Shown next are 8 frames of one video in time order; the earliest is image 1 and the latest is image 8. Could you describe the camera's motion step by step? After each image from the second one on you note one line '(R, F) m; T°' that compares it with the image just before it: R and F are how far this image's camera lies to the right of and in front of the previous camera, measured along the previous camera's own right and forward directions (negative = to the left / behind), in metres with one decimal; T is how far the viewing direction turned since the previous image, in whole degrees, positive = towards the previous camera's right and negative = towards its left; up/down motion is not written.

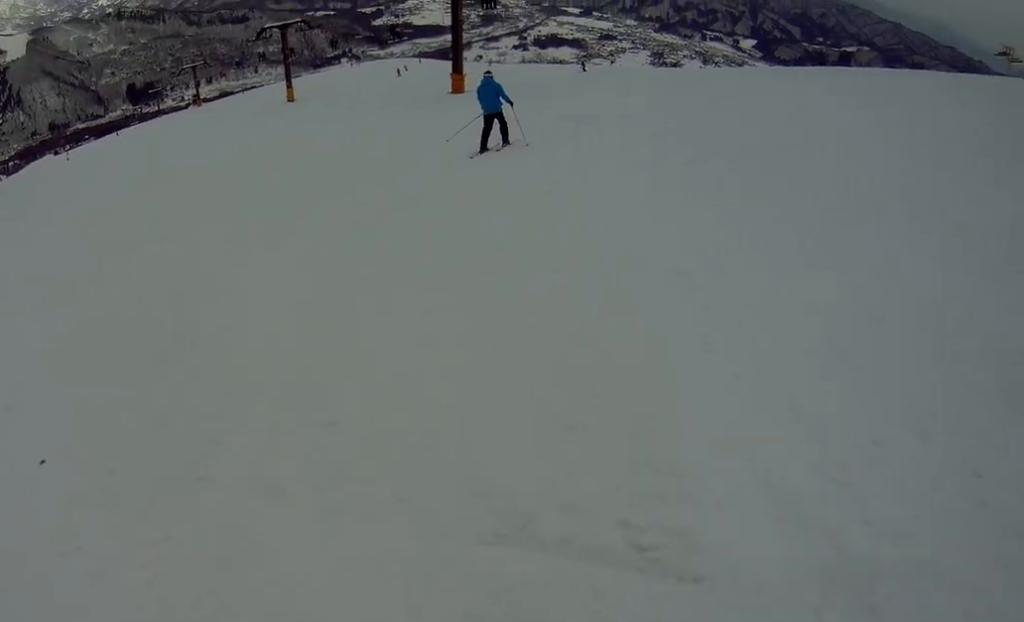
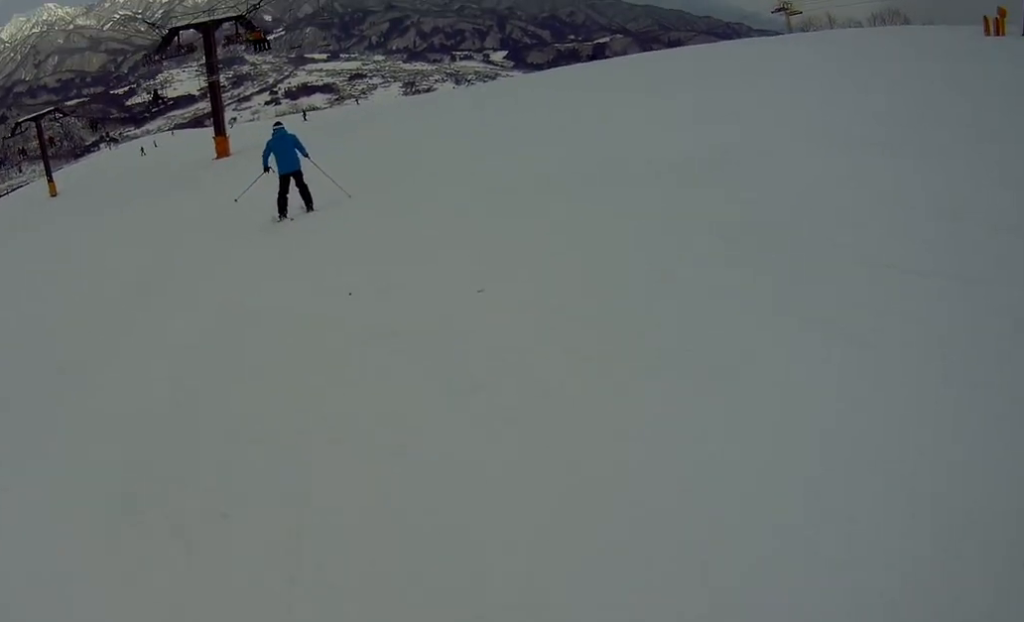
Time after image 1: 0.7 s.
(+0.7, +2.9) m; +9°
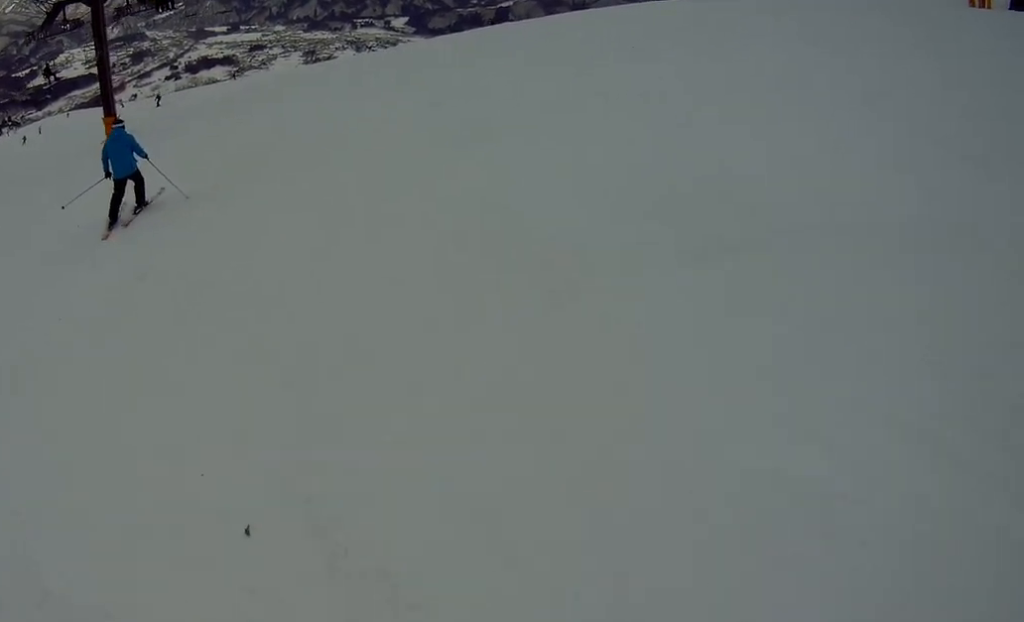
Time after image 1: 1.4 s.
(-1.1, +3.0) m; +2°
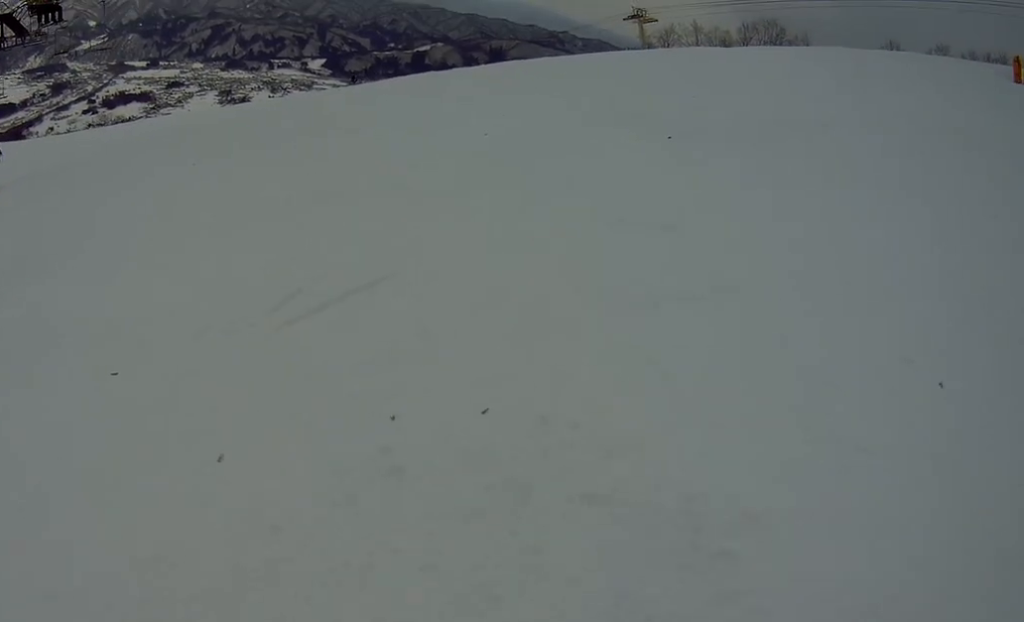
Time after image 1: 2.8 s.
(+1.1, +5.3) m; 0°
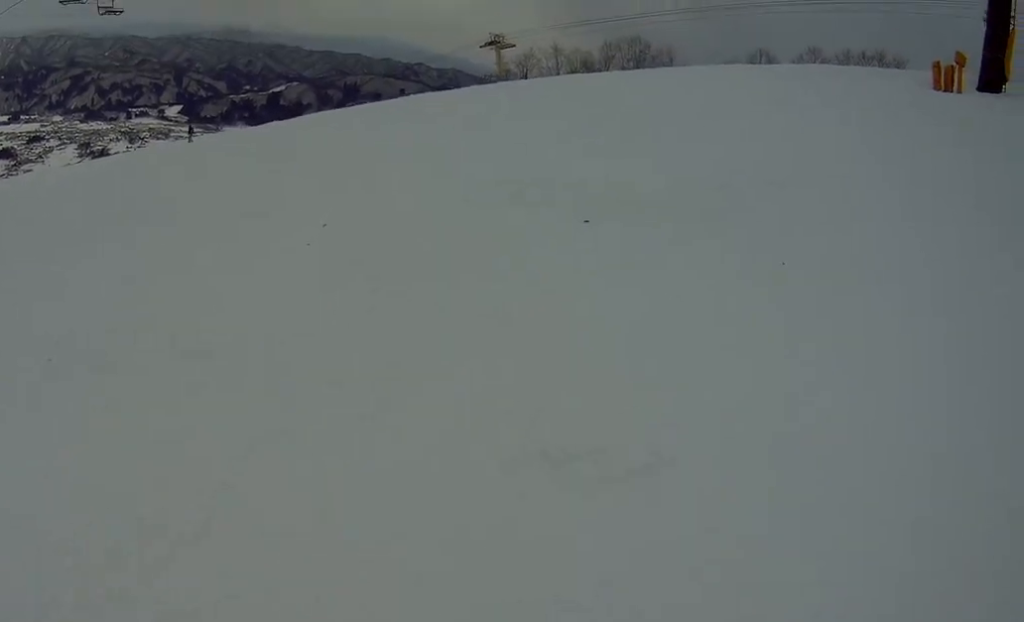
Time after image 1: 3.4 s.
(-0.9, +2.3) m; -3°
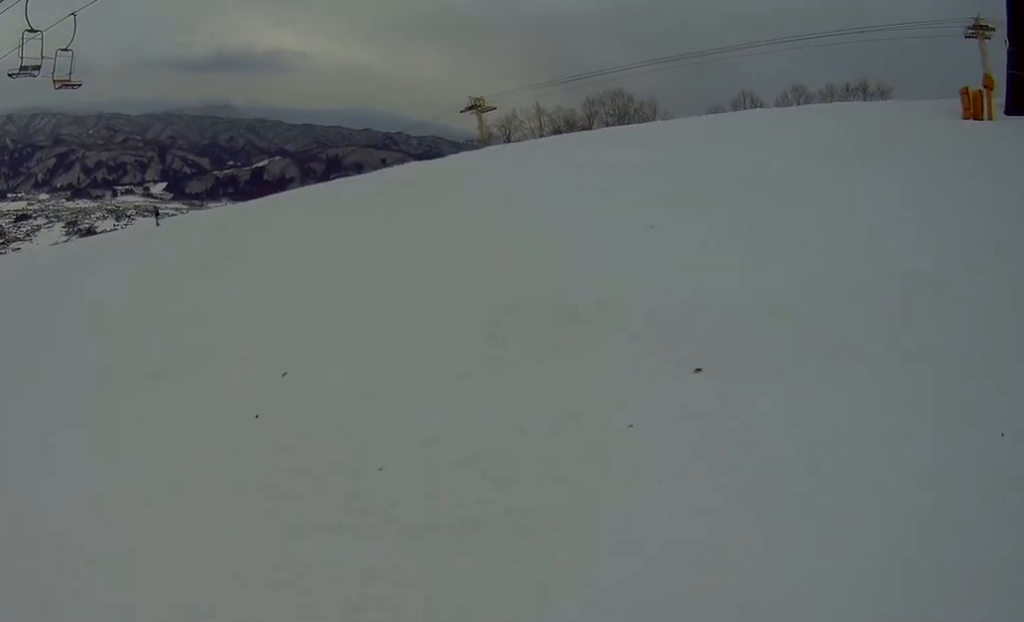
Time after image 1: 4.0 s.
(+0.7, +1.7) m; +7°
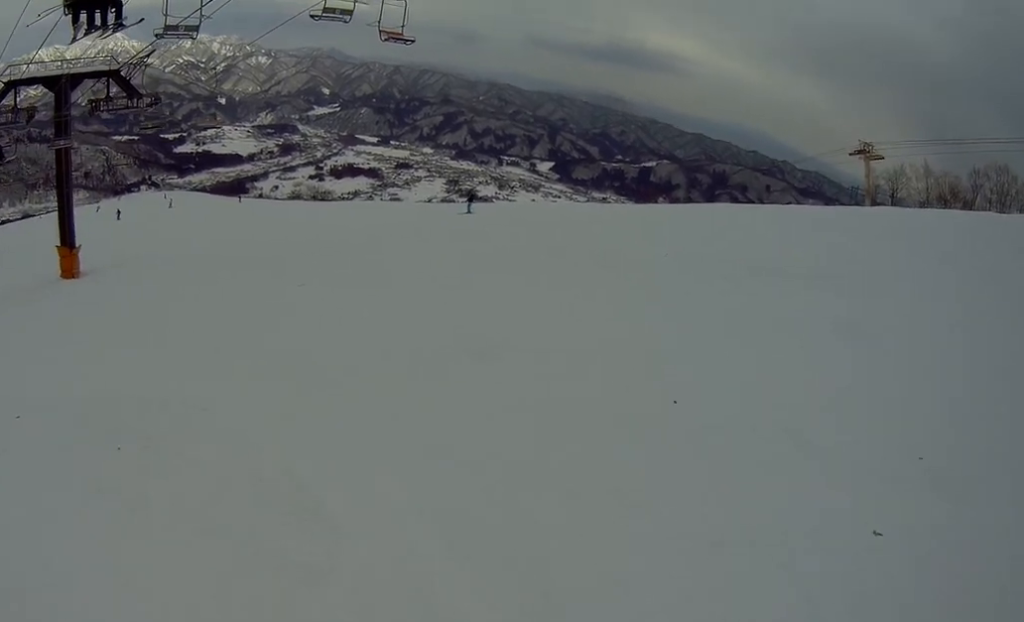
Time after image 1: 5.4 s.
(+0.1, +3.9) m; -16°
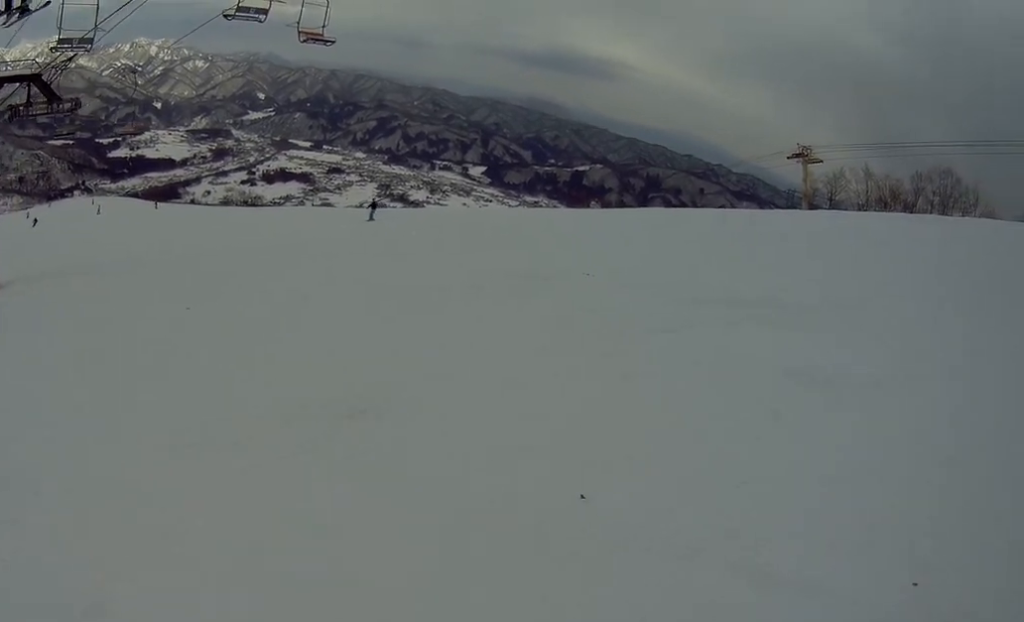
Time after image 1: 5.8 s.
(-0.2, +1.1) m; -5°
